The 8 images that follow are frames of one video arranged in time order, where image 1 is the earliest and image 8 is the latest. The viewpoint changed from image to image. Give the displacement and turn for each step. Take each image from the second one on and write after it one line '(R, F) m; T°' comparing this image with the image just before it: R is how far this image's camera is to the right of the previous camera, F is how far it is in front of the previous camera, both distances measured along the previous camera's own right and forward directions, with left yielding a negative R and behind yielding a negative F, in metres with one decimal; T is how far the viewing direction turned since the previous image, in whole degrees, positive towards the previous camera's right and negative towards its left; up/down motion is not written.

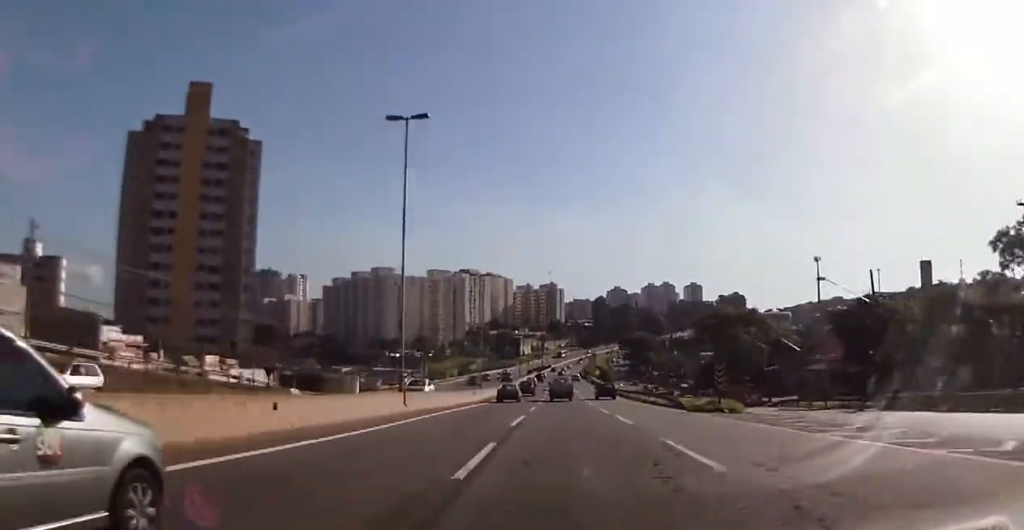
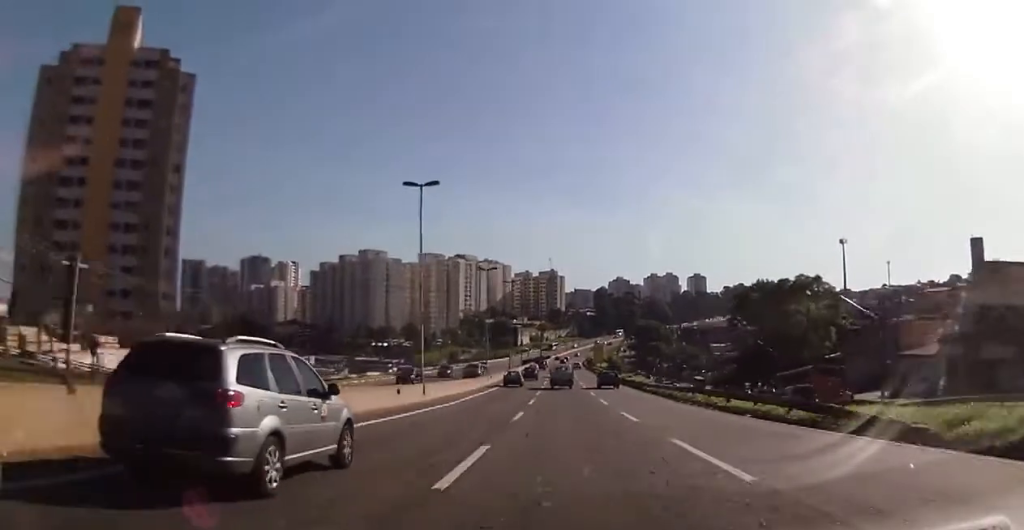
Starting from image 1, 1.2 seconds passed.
(+0.4, +25.3) m; +1°
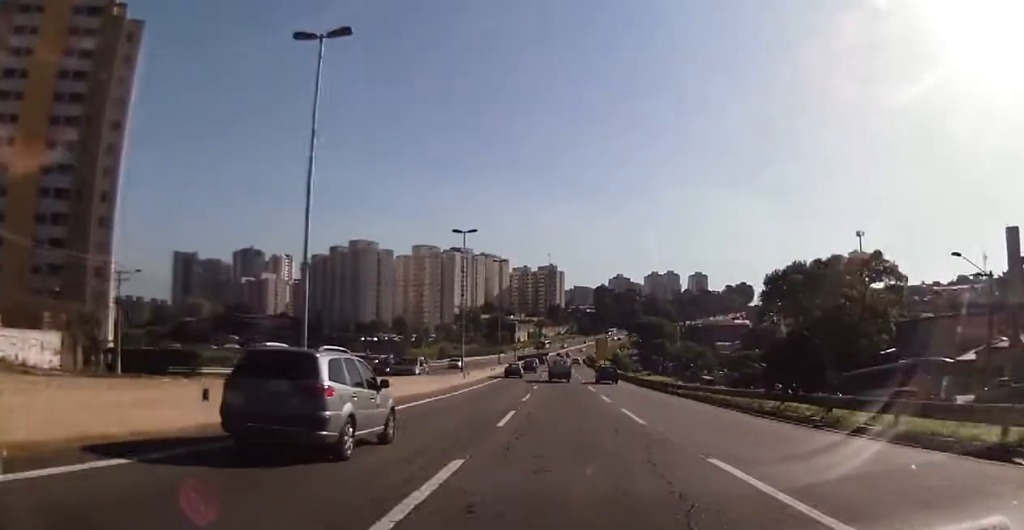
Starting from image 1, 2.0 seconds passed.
(-0.2, +15.2) m; 0°
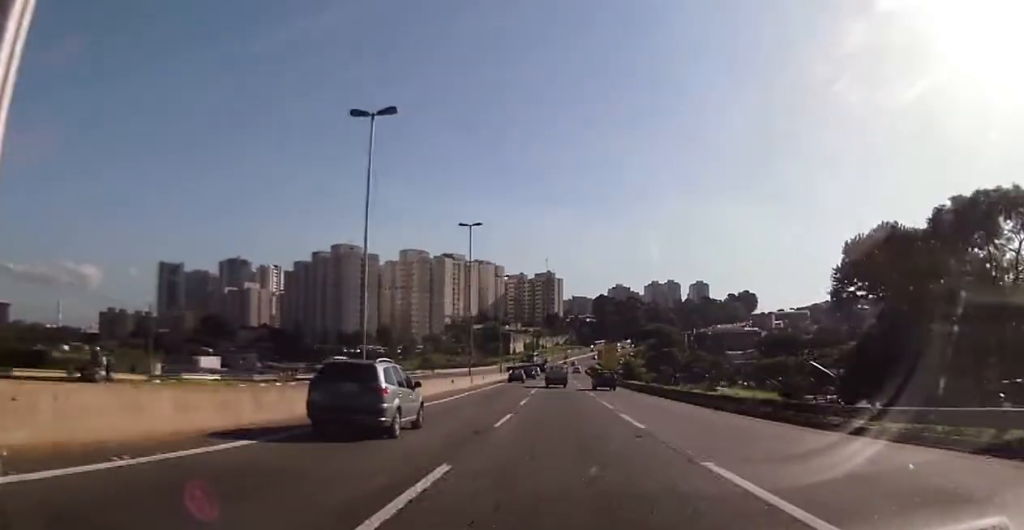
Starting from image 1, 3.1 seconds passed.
(+0.2, +23.8) m; 0°
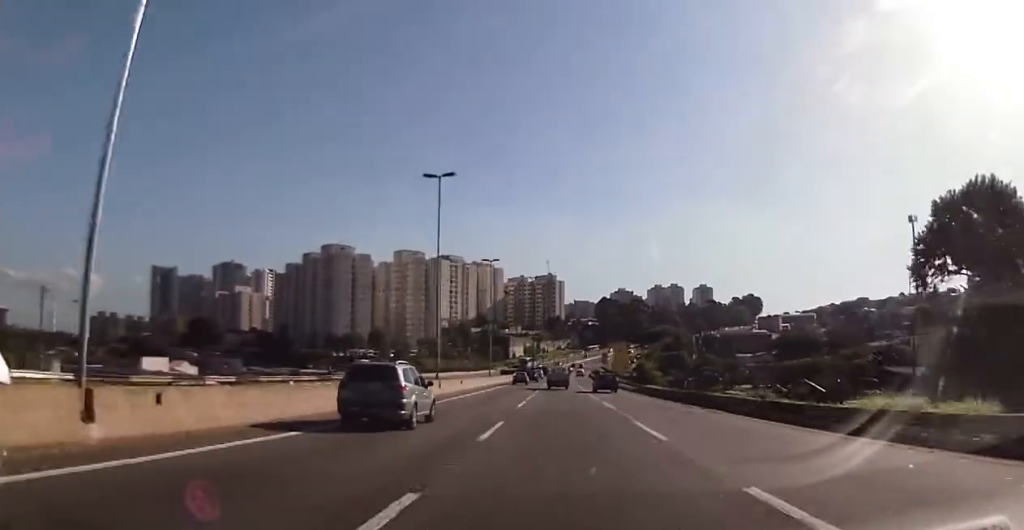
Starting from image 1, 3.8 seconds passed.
(-0.1, +14.9) m; 0°
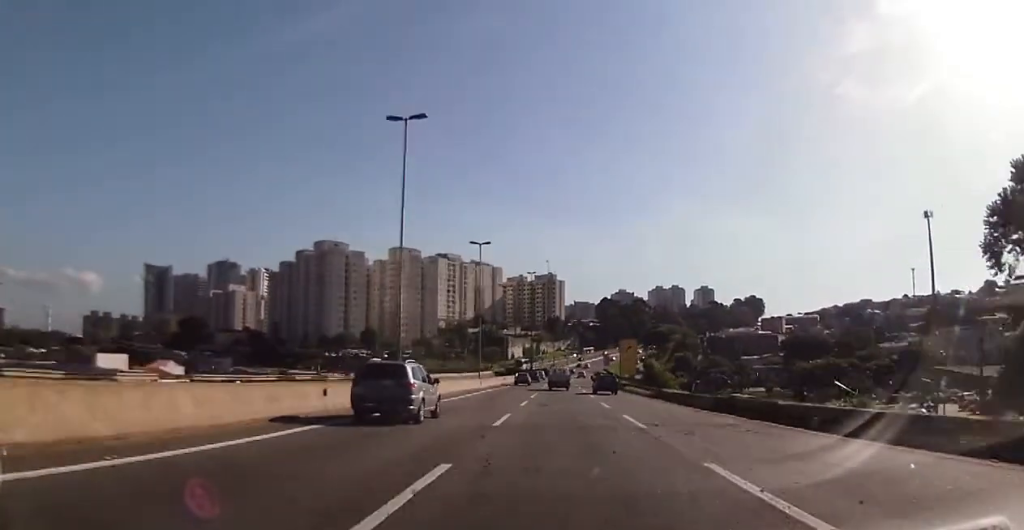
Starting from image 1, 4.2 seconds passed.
(-0.2, +9.3) m; 0°
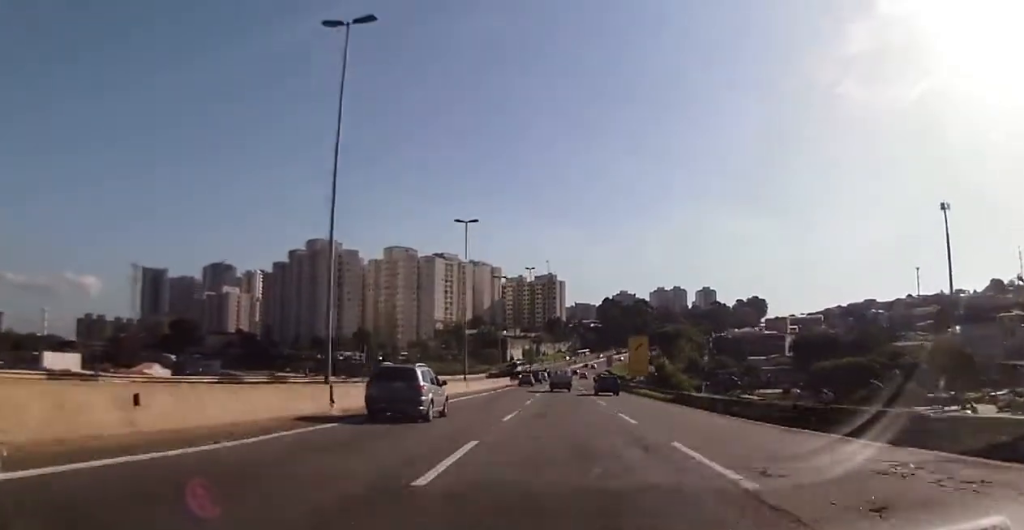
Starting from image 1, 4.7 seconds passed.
(+0.1, +9.3) m; 0°
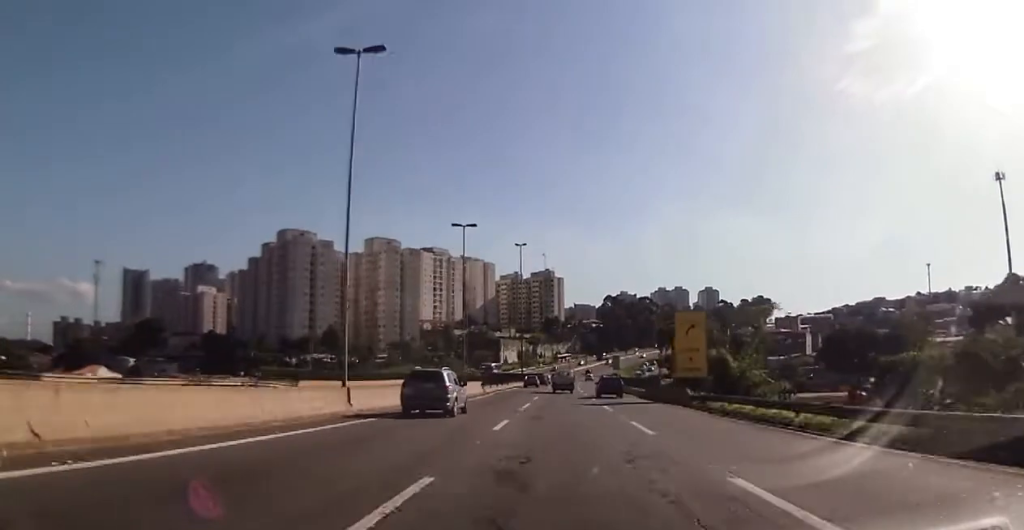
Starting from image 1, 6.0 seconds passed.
(+0.2, +28.1) m; 0°
